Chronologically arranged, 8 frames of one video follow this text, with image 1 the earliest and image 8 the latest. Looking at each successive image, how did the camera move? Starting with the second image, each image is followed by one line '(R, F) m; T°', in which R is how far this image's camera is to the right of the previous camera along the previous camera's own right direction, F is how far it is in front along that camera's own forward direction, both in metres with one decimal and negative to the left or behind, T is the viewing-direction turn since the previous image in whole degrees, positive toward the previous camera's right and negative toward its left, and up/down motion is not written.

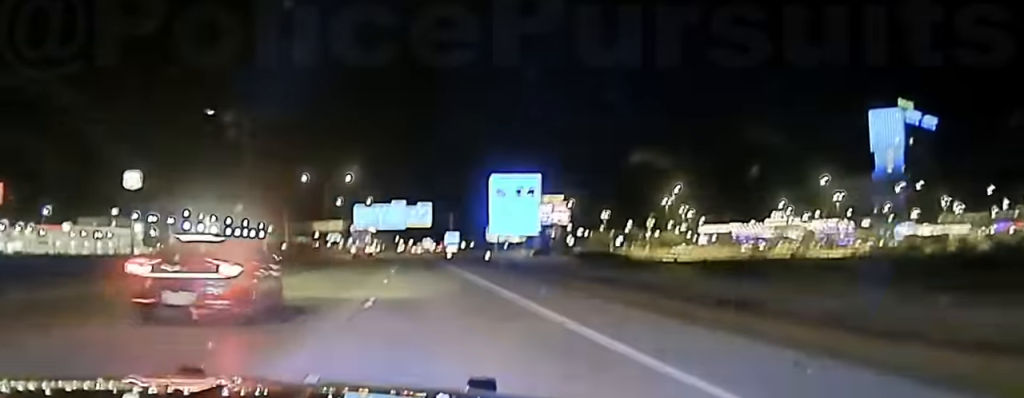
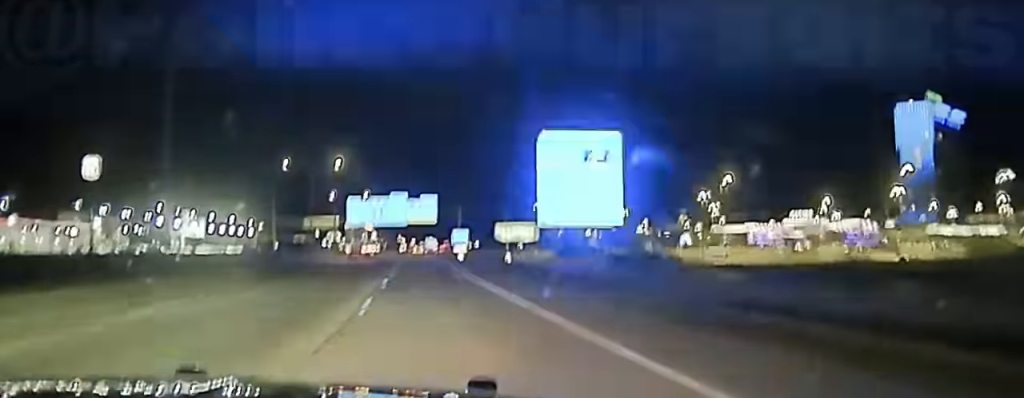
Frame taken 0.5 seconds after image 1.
(-0.4, +26.0) m; 0°
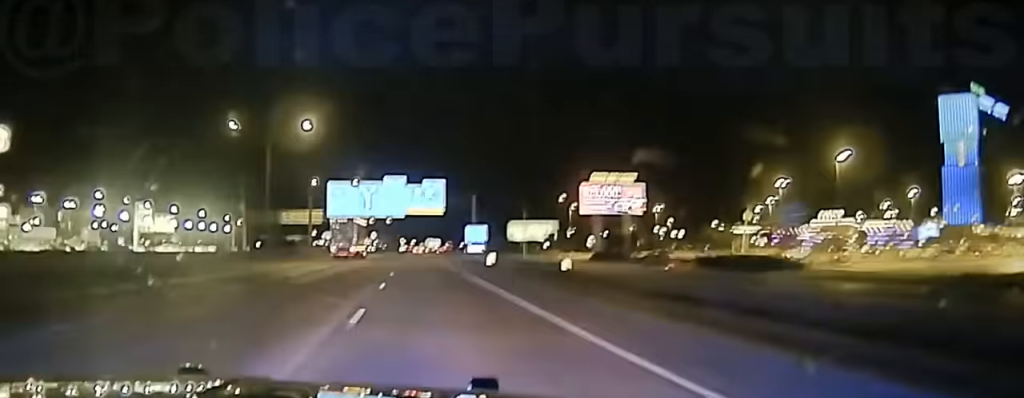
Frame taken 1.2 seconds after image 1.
(0.0, +39.4) m; 0°
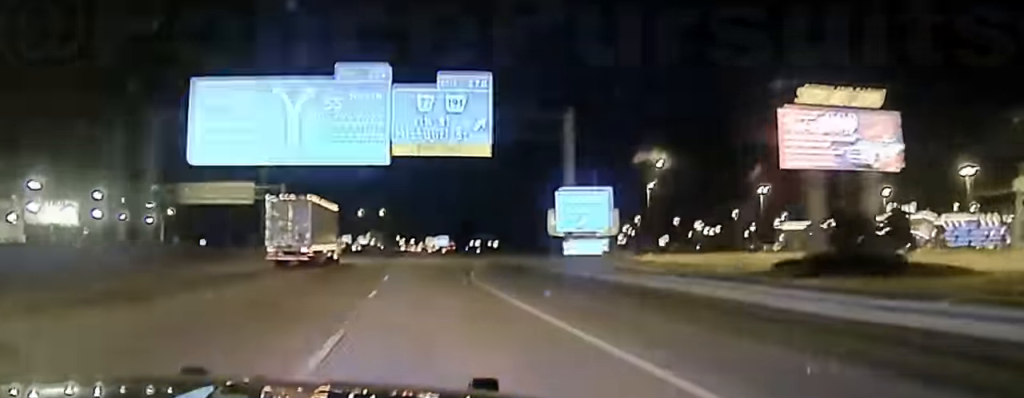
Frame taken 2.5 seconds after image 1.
(-0.5, +76.4) m; 0°
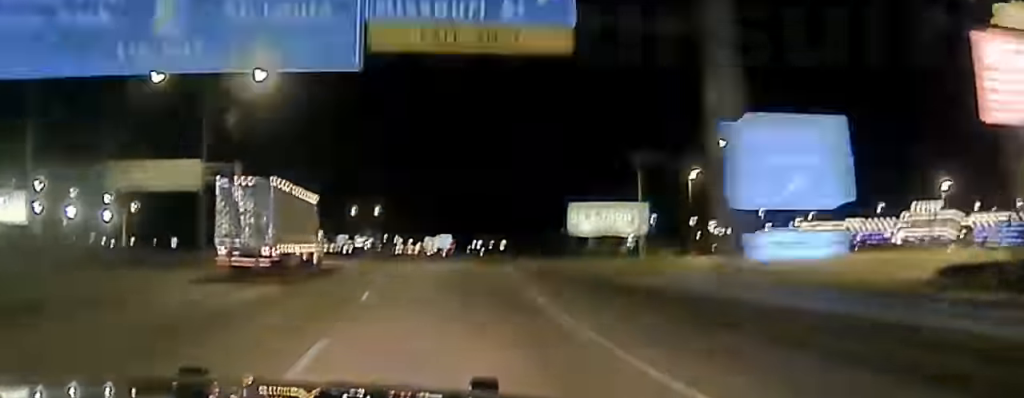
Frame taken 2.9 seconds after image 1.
(-0.1, +25.3) m; 0°
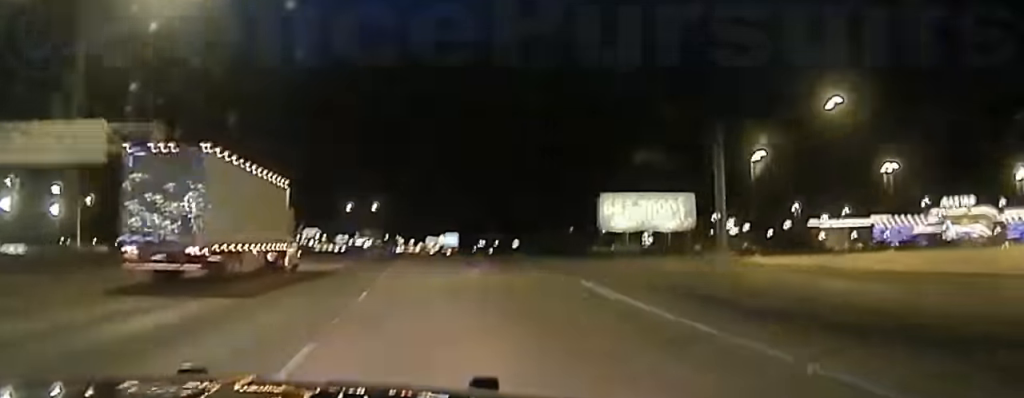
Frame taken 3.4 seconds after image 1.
(+0.4, +27.5) m; 0°
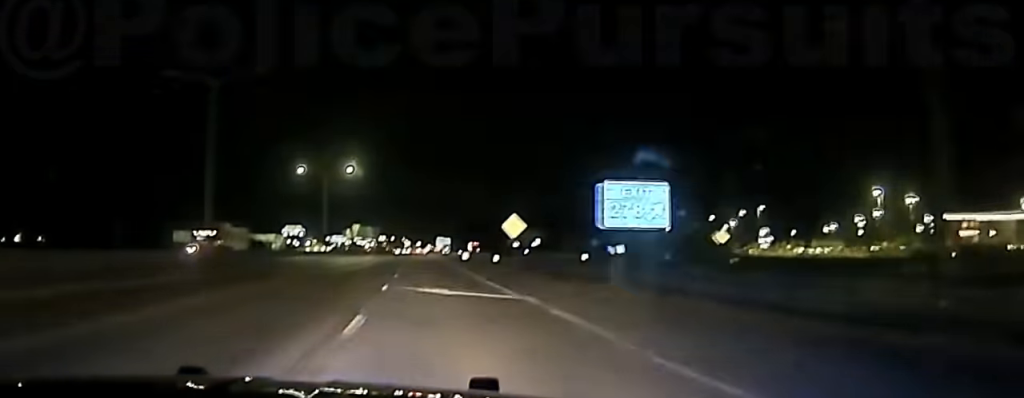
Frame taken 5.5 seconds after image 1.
(-0.7, +127.5) m; 0°
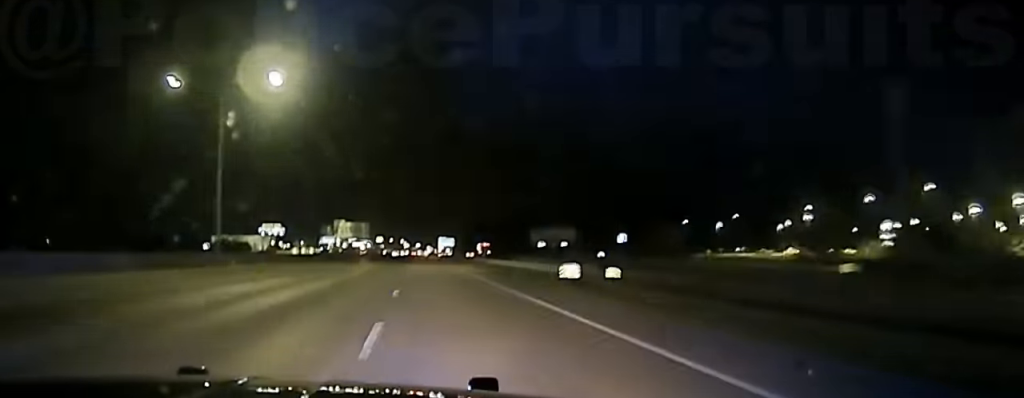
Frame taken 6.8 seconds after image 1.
(+0.6, +77.6) m; 0°
